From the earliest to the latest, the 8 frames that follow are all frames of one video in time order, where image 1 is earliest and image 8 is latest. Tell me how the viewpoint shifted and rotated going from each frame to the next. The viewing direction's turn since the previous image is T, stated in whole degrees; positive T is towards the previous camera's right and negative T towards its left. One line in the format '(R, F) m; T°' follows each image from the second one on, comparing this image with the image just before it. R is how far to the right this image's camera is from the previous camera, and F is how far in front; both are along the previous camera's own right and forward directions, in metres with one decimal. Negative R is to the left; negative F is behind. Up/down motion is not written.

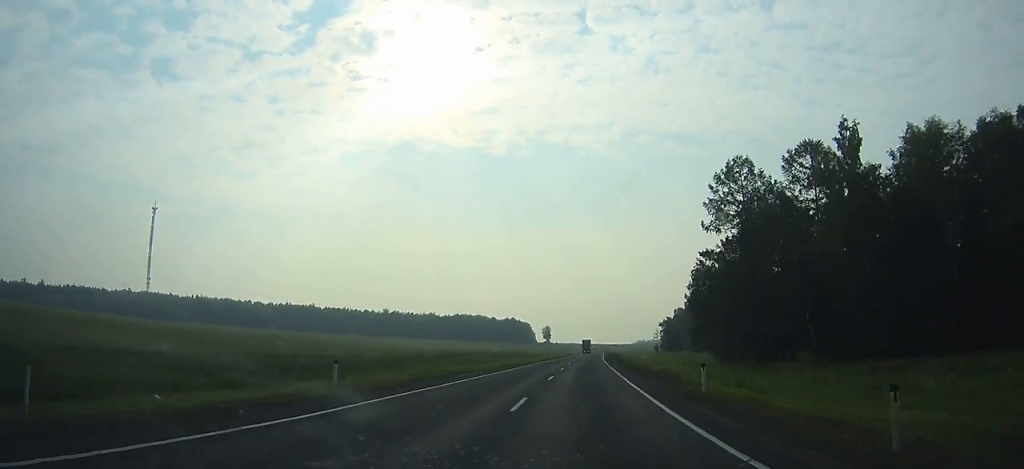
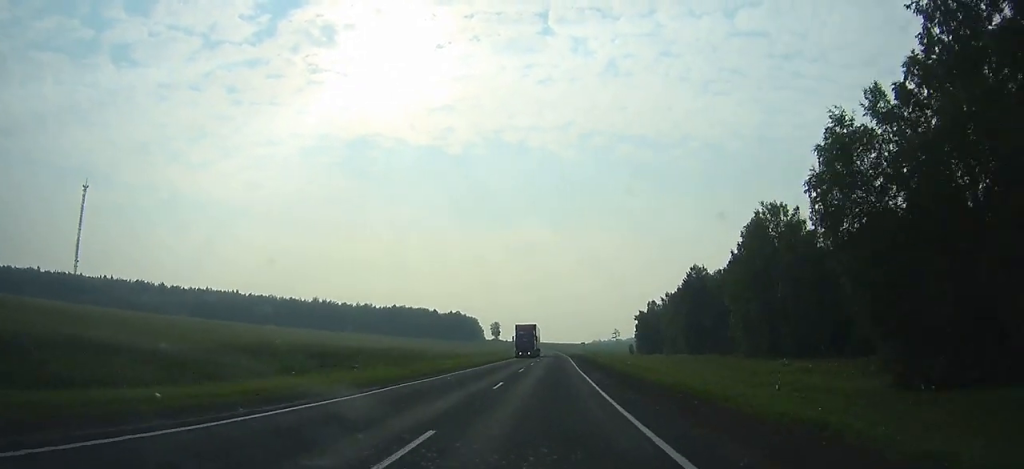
(+2.1, +54.7) m; +3°
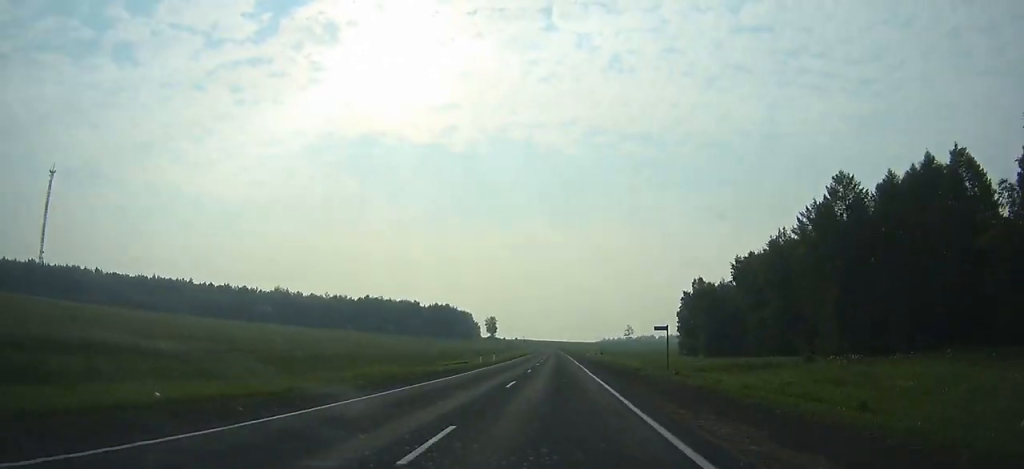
(+1.4, +69.1) m; +1°
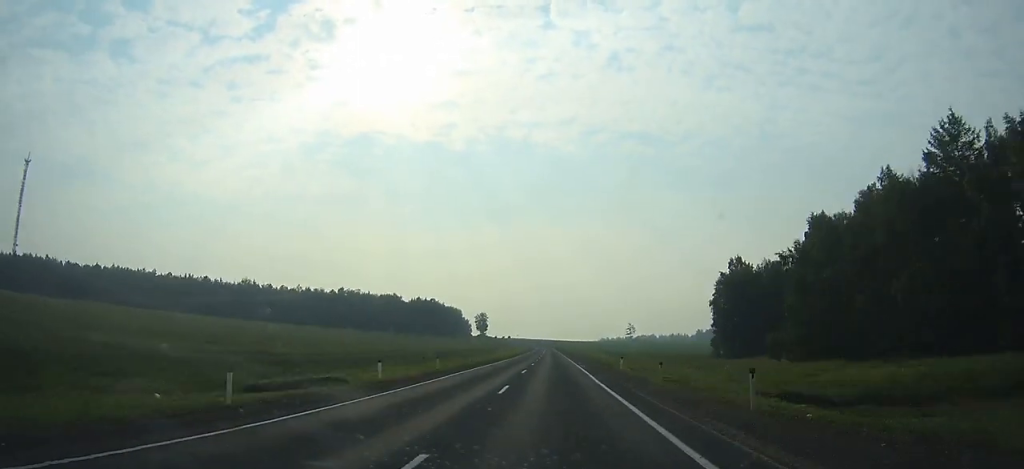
(+0.1, +35.8) m; 0°
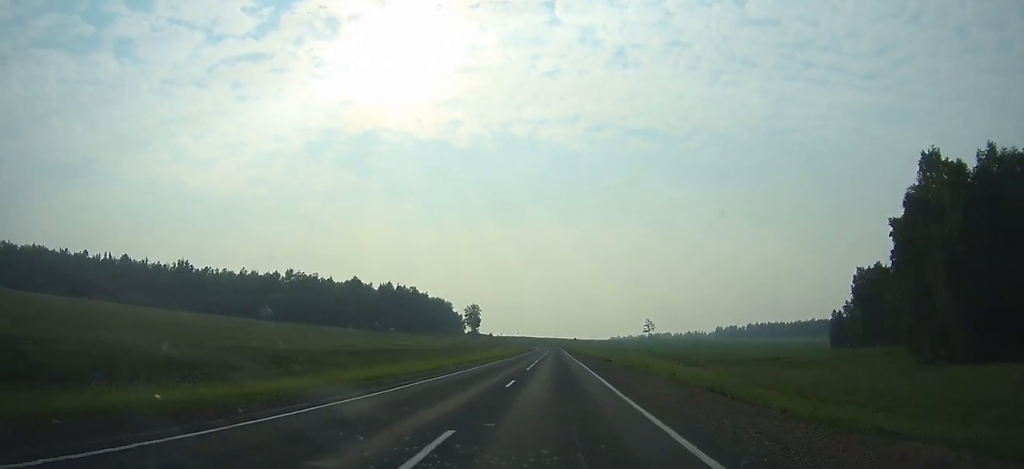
(-0.1, +65.4) m; 0°
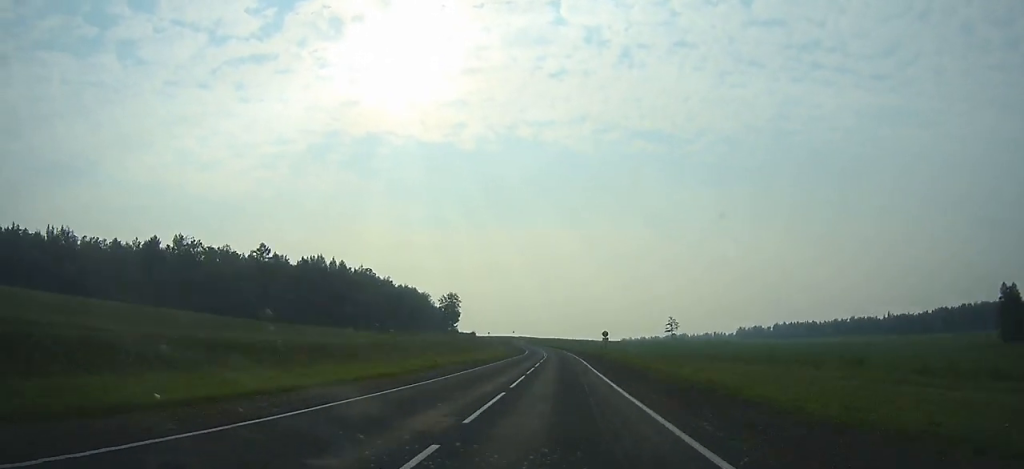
(-0.2, +78.9) m; -1°
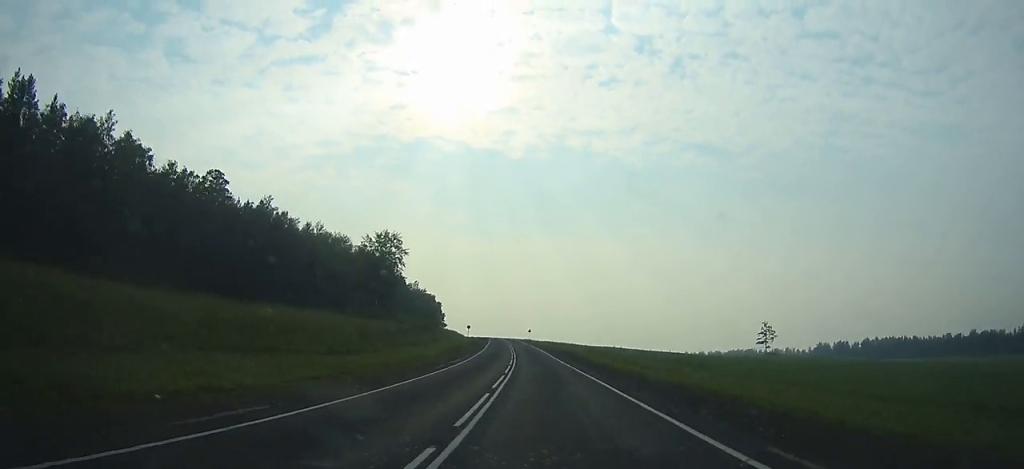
(-3.6, +124.0) m; -5°
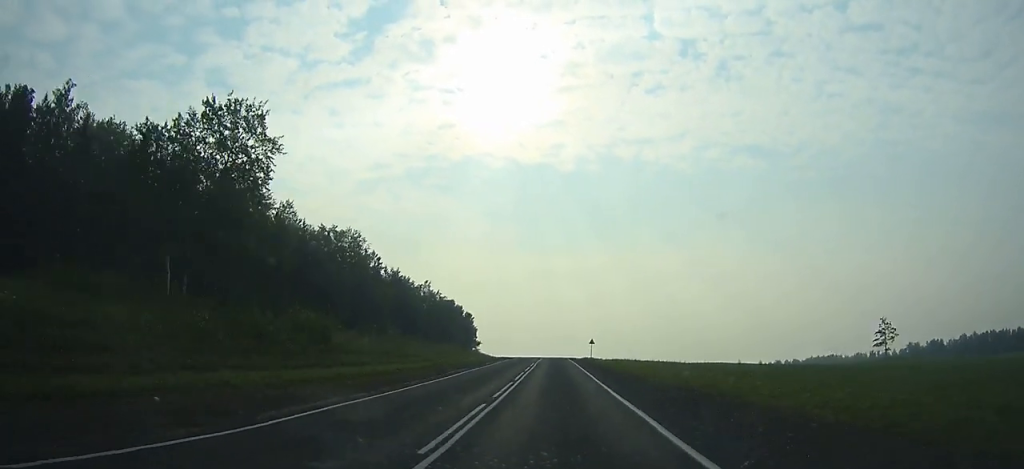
(-2.1, +62.4) m; -4°
